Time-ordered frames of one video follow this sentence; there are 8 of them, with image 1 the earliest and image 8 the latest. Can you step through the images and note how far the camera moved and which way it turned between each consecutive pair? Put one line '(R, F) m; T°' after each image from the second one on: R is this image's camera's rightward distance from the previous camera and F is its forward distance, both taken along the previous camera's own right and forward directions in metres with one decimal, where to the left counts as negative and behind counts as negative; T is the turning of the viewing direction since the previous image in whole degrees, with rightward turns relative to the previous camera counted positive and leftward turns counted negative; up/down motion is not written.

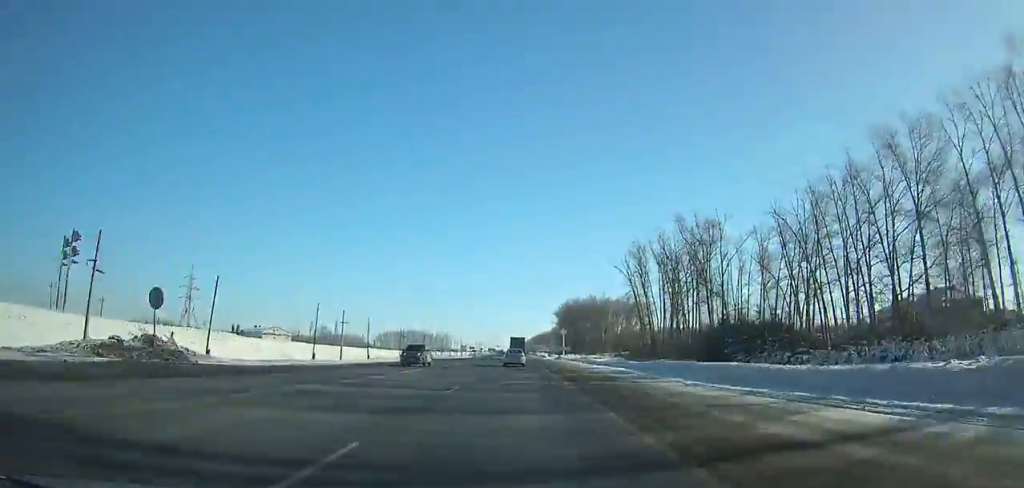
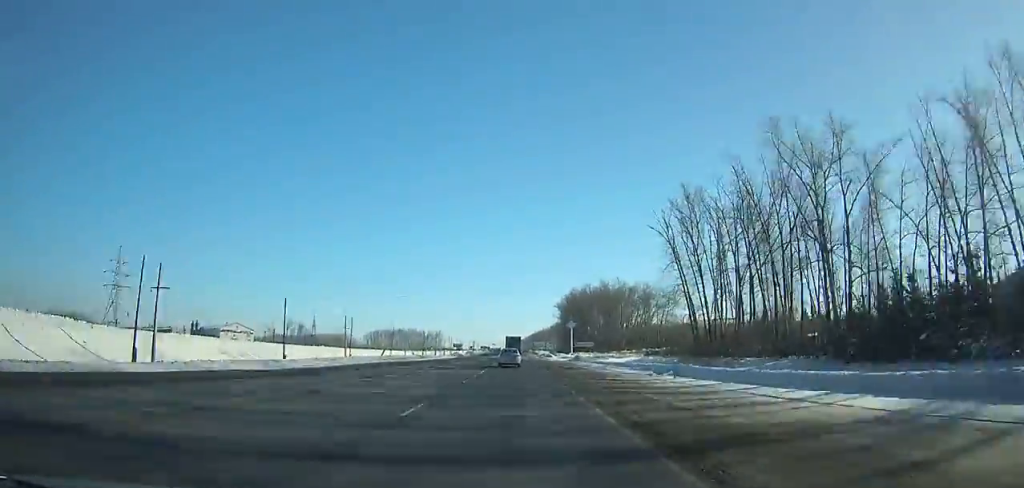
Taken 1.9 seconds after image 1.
(0.0, +41.0) m; 0°
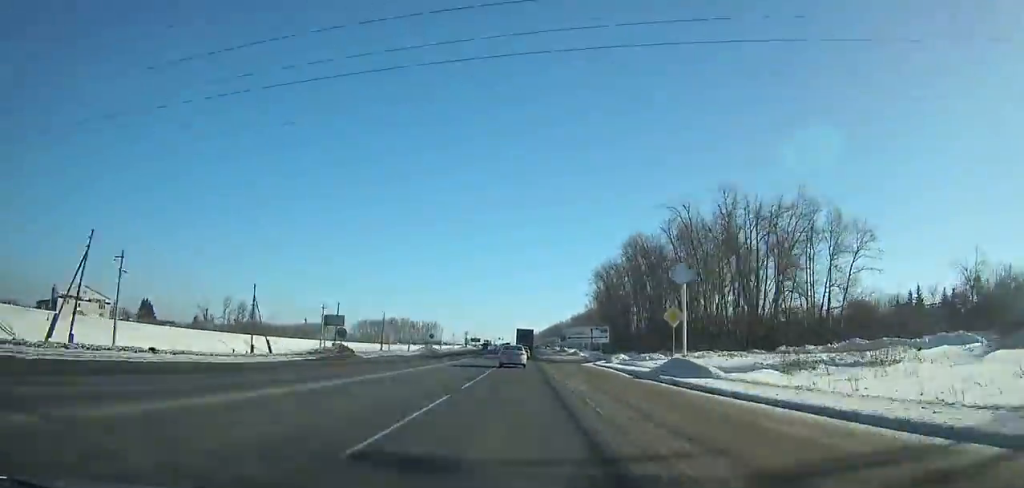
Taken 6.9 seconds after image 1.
(-0.5, +104.7) m; 0°
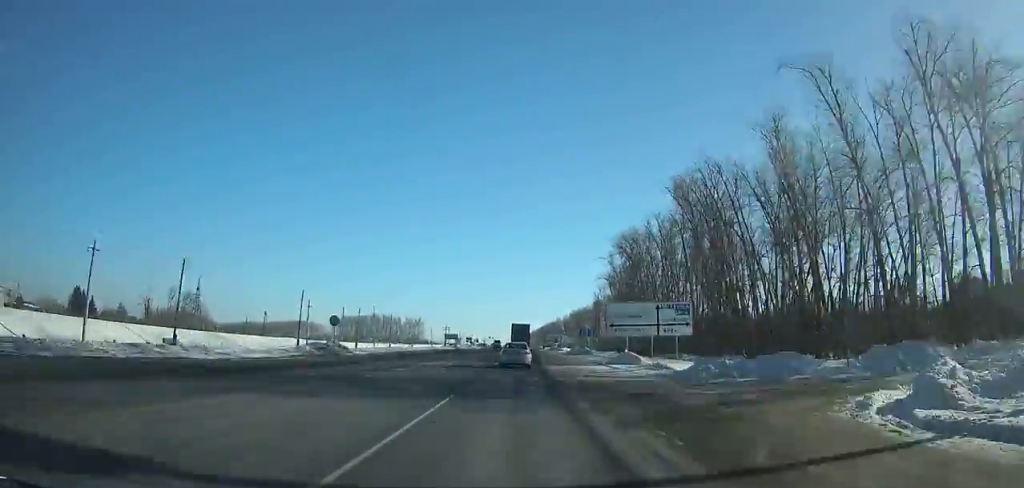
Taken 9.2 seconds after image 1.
(+0.1, +45.1) m; 0°
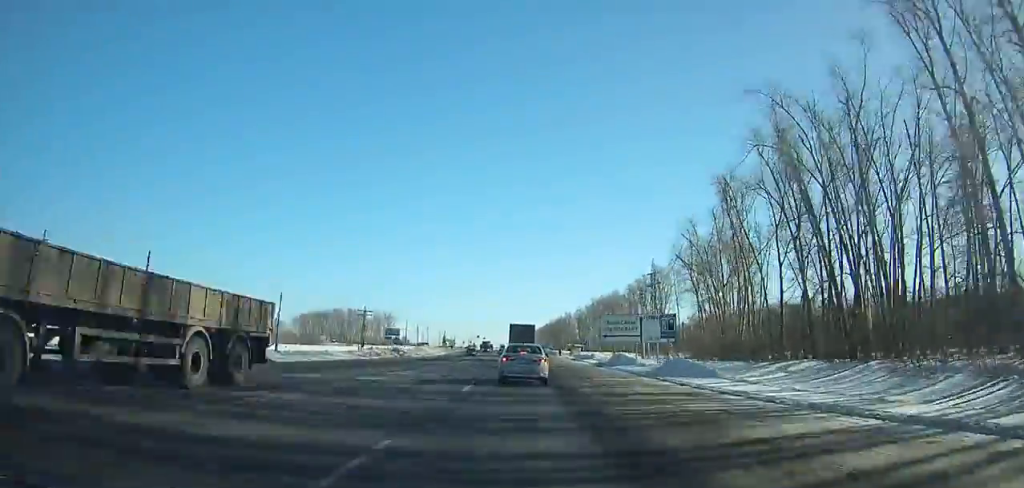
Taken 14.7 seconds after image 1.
(+0.6, +93.5) m; +1°
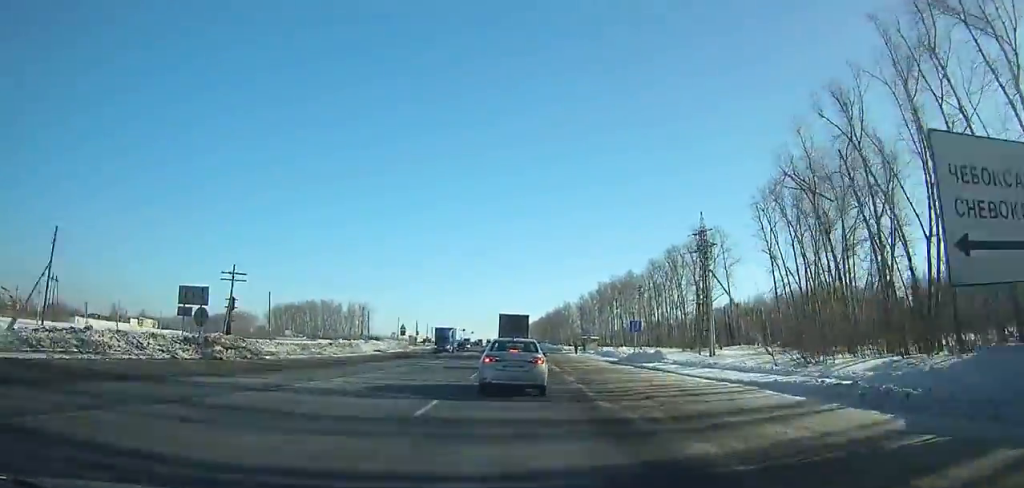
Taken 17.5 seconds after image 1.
(+0.1, +37.8) m; 0°
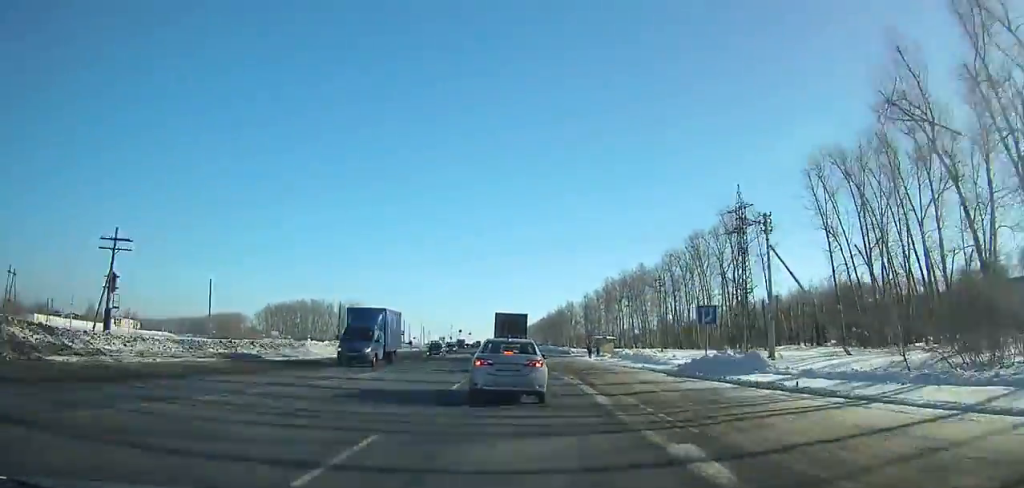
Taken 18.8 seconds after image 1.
(0.0, +15.6) m; 0°
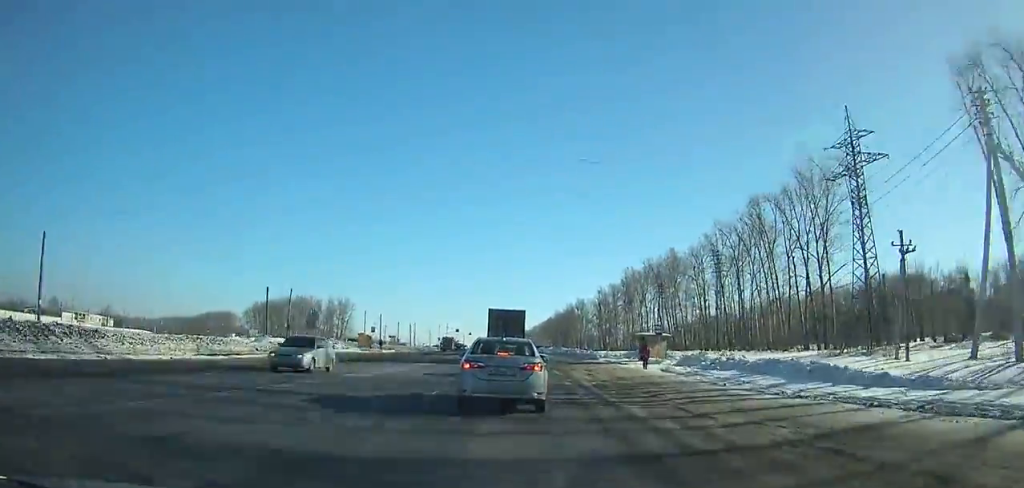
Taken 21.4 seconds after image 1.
(-0.1, +25.6) m; 0°
